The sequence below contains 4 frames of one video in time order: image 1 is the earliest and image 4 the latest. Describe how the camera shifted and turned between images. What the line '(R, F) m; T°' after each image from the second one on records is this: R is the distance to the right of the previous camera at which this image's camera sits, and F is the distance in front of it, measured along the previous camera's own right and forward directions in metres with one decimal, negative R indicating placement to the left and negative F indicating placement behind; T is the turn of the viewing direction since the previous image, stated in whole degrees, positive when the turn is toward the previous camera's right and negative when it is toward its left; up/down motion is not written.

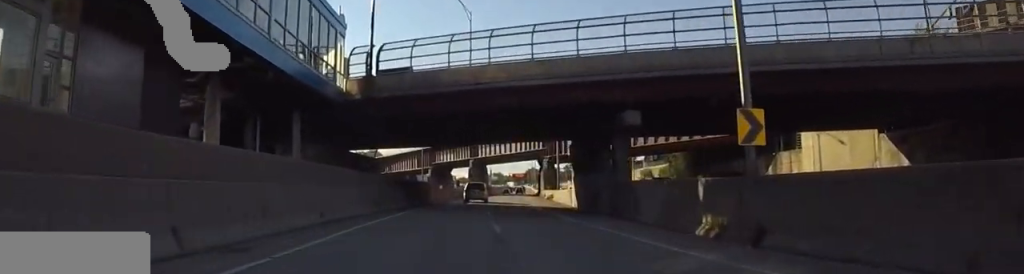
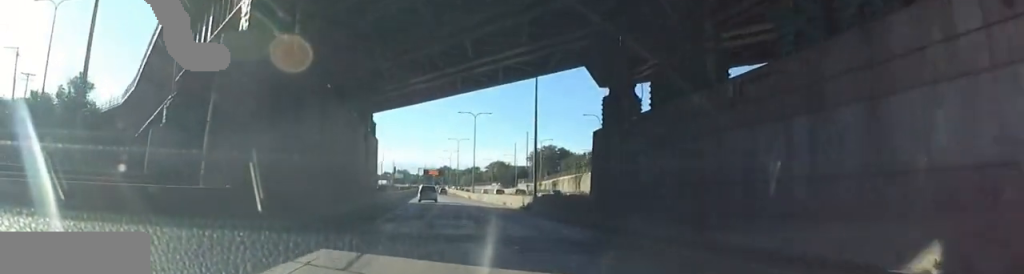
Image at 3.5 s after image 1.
(+5.0, +89.6) m; +5°
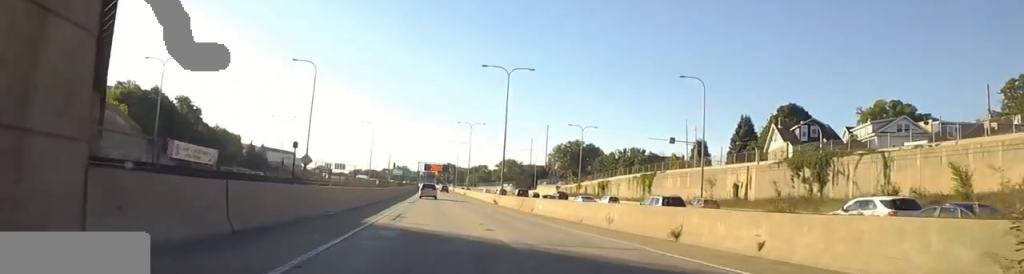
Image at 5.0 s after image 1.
(-1.6, +41.1) m; -1°
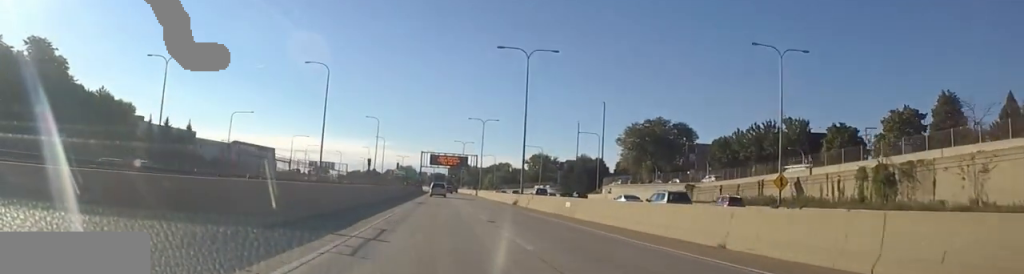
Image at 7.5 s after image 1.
(+0.8, +73.0) m; +1°
